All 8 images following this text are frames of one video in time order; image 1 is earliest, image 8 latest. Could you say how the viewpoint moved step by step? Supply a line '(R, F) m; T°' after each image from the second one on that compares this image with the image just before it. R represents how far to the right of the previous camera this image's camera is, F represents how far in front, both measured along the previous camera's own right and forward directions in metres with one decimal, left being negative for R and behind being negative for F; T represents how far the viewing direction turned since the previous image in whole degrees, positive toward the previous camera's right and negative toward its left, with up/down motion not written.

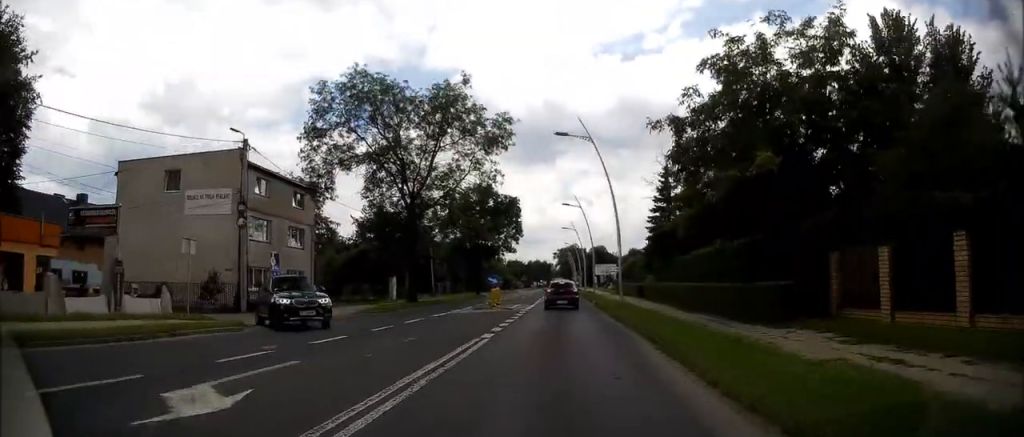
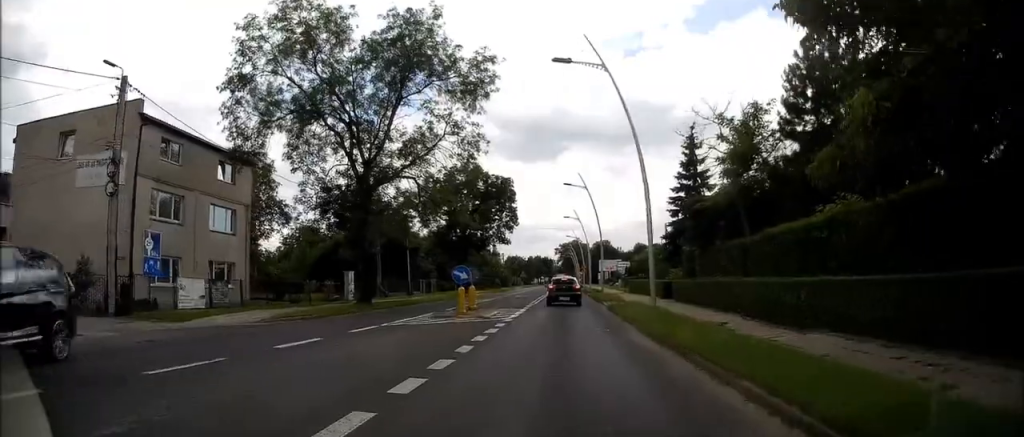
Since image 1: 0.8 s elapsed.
(-0.2, +9.6) m; -1°
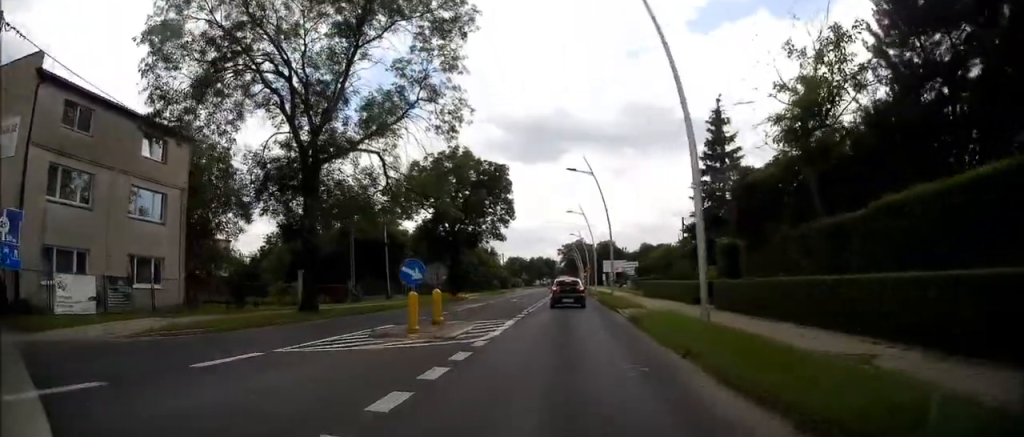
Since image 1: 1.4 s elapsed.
(0.0, +6.9) m; 0°
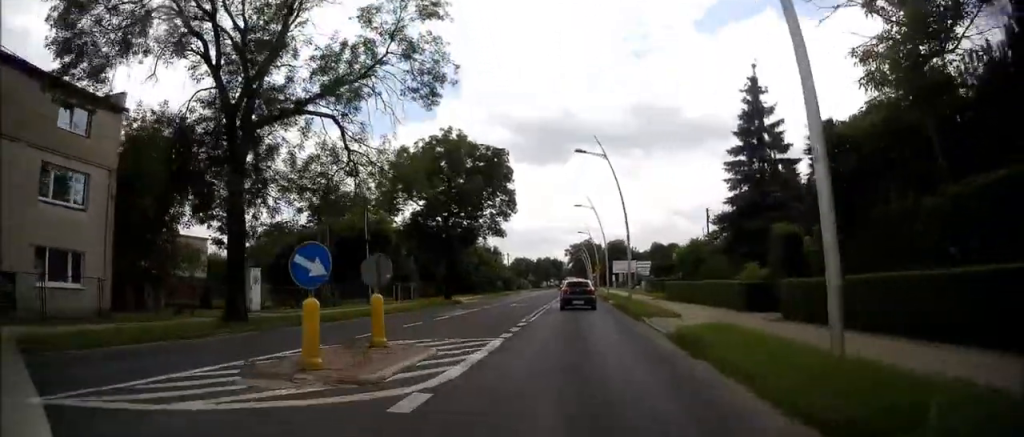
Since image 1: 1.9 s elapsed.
(+0.1, +6.0) m; 0°
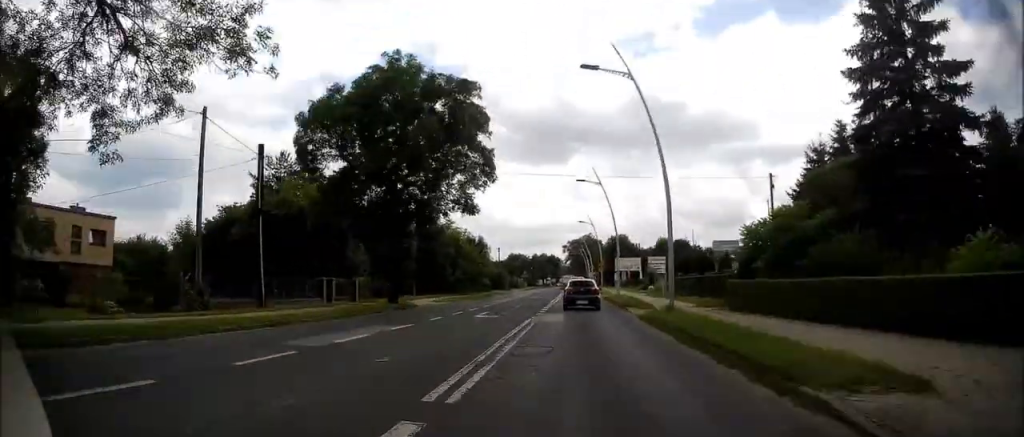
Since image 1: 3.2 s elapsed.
(-0.2, +13.5) m; -1°
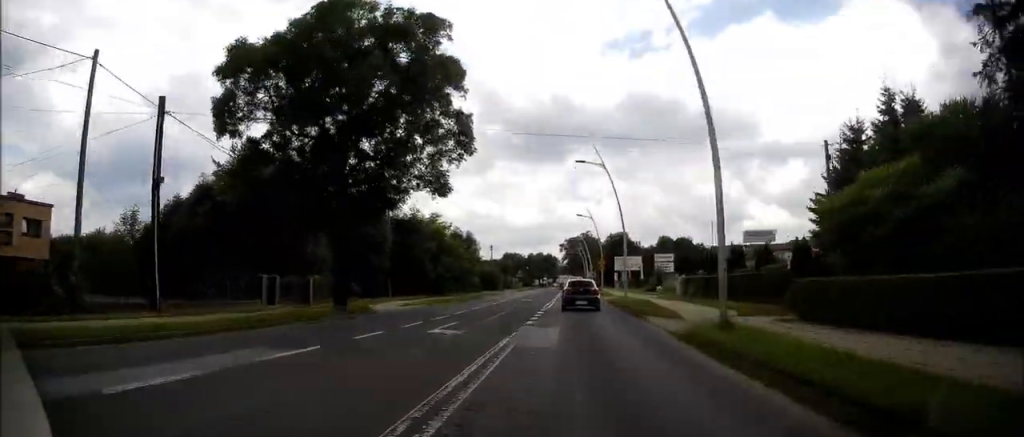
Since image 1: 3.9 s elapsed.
(+0.1, +6.8) m; +1°
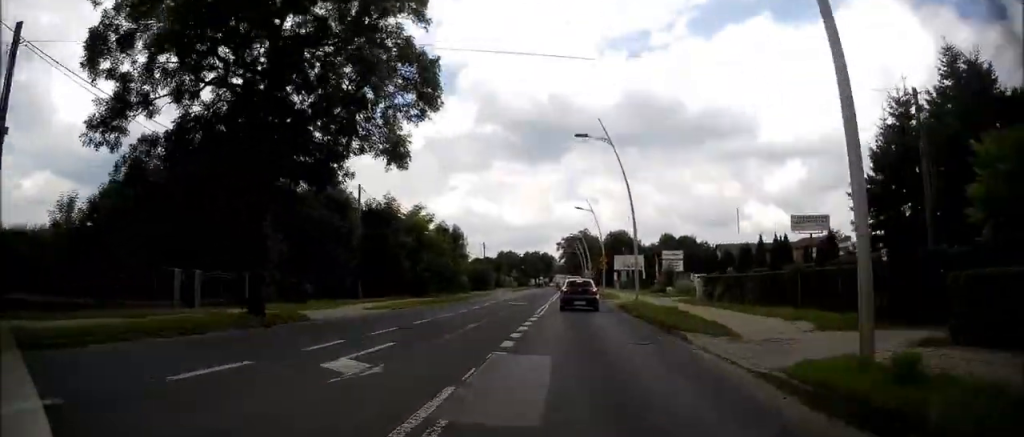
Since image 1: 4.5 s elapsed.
(0.0, +6.6) m; +1°
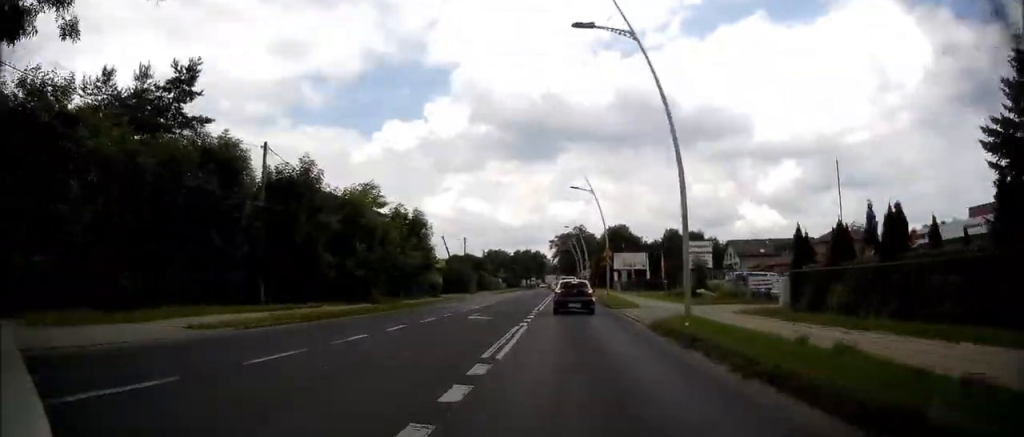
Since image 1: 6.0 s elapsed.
(+0.2, +13.6) m; +2°
